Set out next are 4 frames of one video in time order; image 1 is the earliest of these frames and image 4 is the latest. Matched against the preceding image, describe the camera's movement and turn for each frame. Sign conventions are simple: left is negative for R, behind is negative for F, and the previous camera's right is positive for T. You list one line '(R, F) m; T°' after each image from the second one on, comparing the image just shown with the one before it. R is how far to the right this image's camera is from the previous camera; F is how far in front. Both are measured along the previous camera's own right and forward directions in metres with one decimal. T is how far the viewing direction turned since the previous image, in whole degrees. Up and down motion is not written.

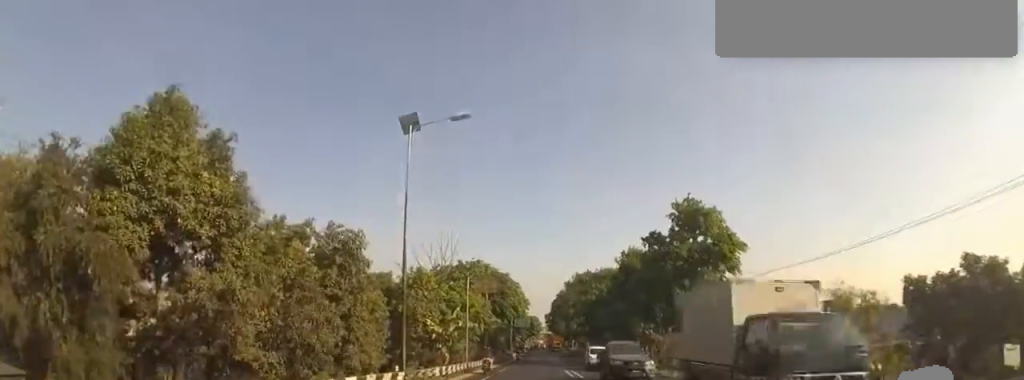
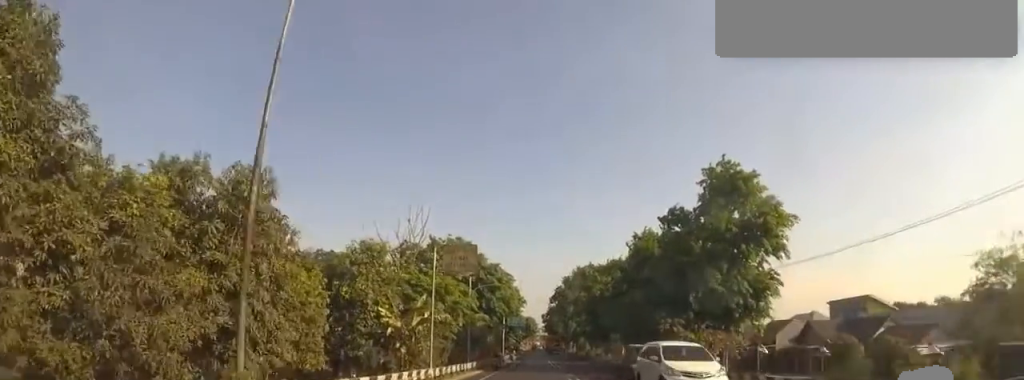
(0.0, +8.3) m; -13°
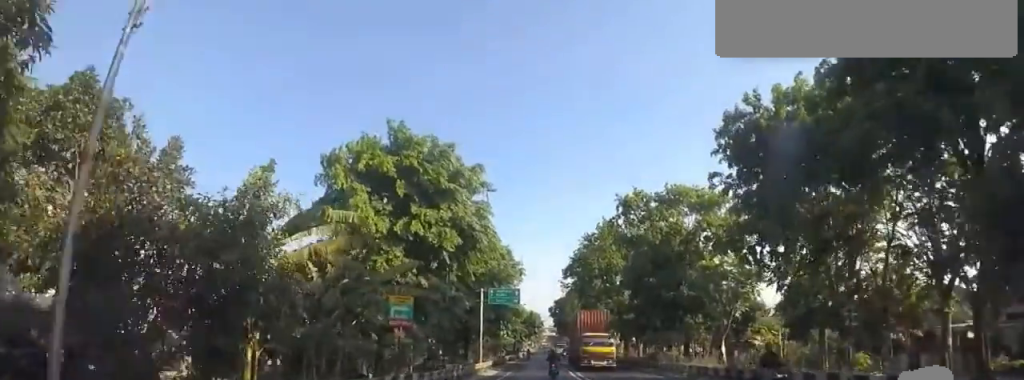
(+4.4, +33.0) m; +13°
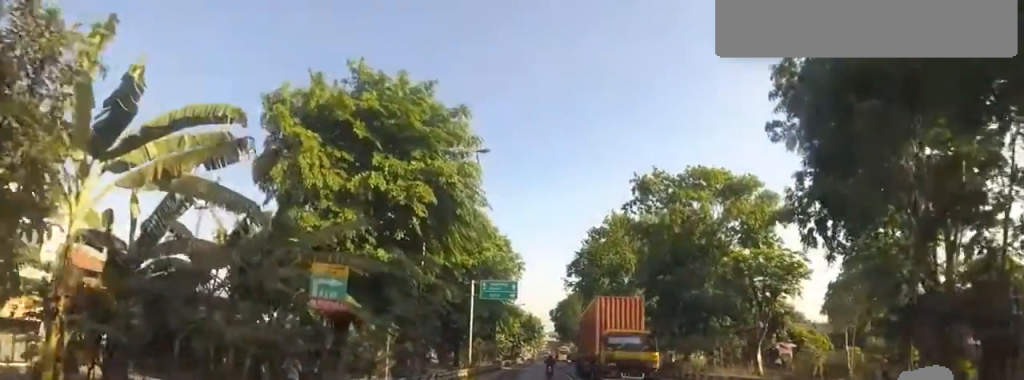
(0.0, +6.1) m; 0°
